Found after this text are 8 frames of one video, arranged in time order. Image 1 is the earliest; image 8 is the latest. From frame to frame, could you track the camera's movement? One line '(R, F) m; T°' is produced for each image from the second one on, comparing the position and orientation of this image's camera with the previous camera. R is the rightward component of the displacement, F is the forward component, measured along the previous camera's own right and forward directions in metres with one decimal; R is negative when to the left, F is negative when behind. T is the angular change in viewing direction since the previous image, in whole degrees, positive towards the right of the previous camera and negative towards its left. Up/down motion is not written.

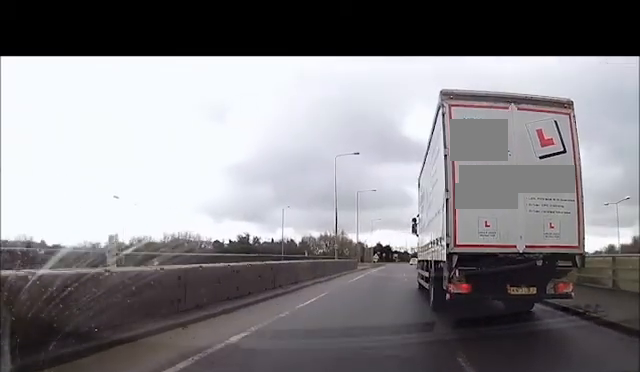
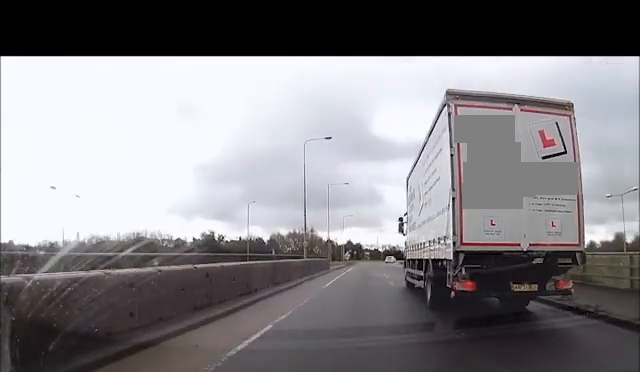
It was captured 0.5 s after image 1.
(+0.1, +4.7) m; +2°
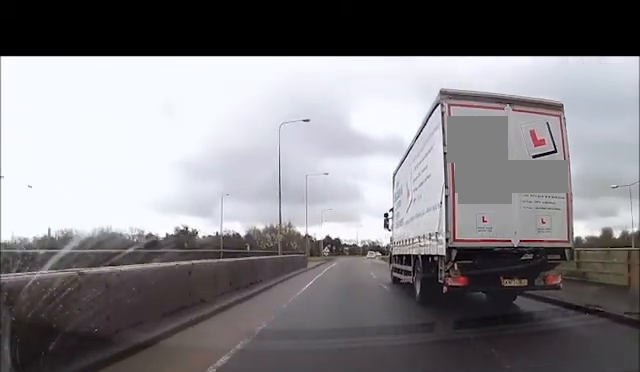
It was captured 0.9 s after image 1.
(0.0, +3.5) m; +1°
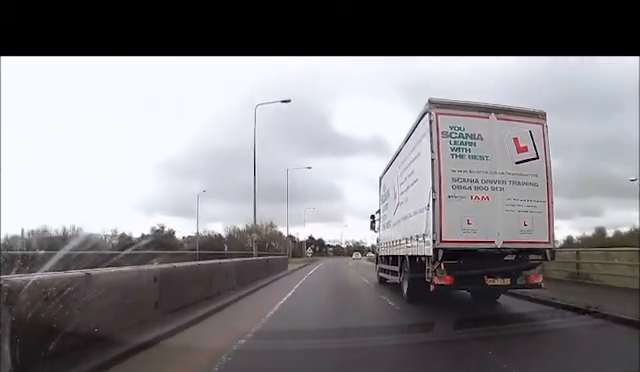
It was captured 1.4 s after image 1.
(0.0, +4.4) m; +1°
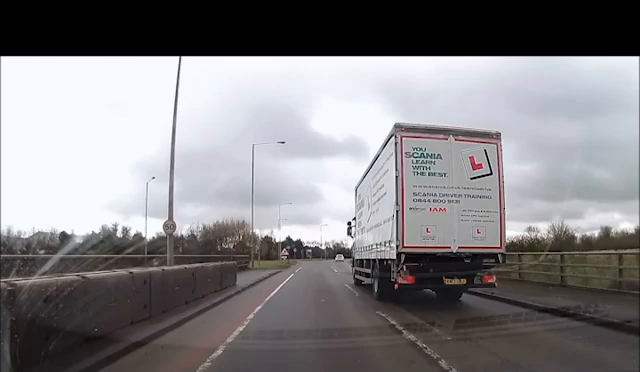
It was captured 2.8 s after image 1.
(+0.4, +12.6) m; +2°
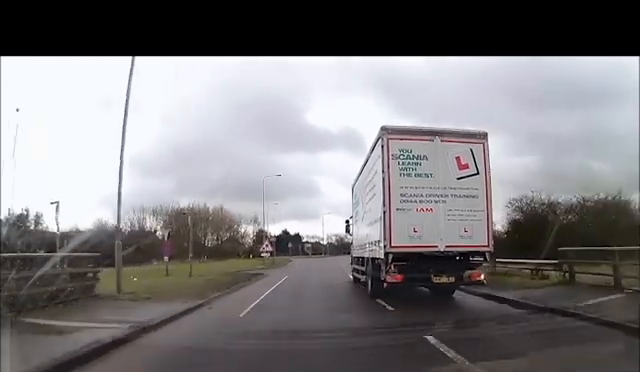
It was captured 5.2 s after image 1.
(-0.2, +24.7) m; -1°
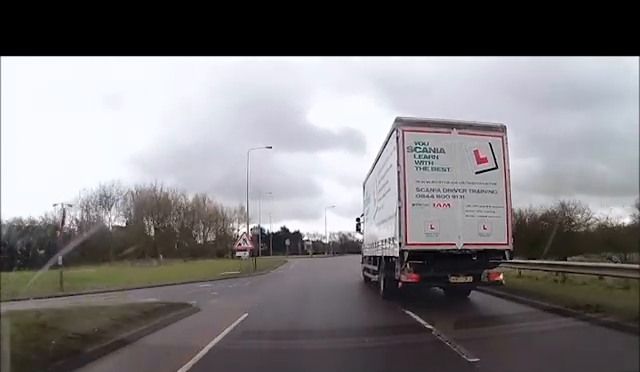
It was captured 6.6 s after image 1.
(+0.2, +14.7) m; +1°
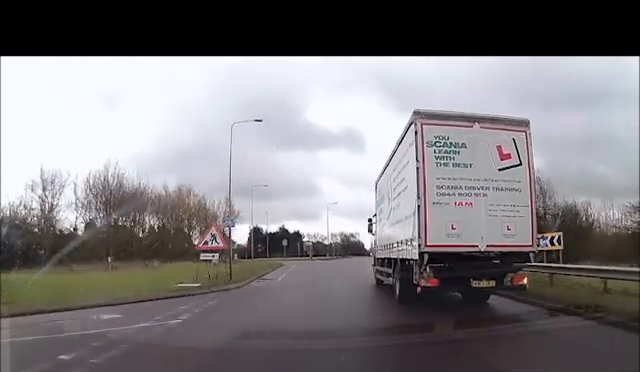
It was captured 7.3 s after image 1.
(0.0, +7.9) m; 0°
